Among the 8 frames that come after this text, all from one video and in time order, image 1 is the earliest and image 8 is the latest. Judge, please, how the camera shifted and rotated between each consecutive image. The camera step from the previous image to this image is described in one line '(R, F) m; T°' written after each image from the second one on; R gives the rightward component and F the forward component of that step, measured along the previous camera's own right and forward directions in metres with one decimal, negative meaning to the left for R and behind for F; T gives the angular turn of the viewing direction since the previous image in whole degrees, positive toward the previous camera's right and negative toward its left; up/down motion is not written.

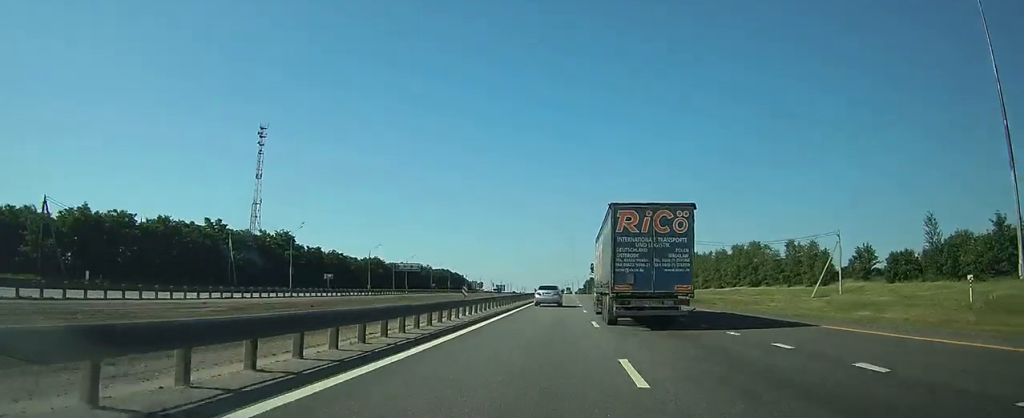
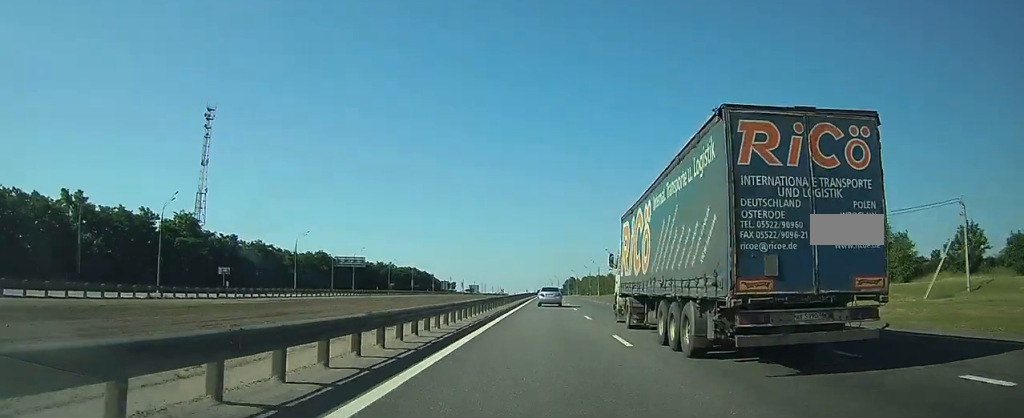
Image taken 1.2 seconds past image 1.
(0.0, +30.0) m; 0°
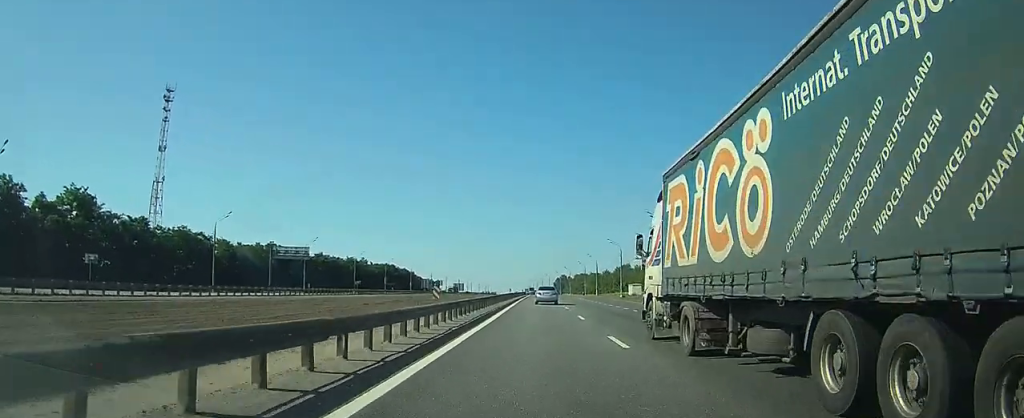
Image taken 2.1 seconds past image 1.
(0.0, +24.1) m; +1°
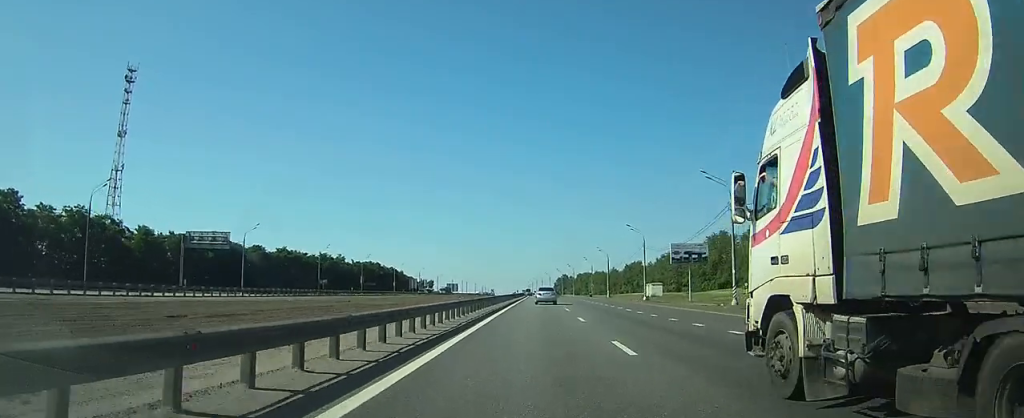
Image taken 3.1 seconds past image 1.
(+0.3, +25.0) m; +2°
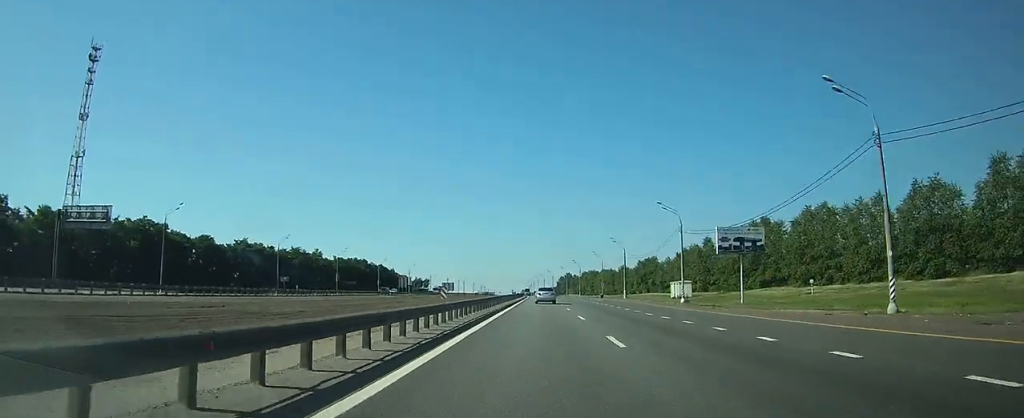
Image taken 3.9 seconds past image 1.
(+0.3, +21.7) m; +1°
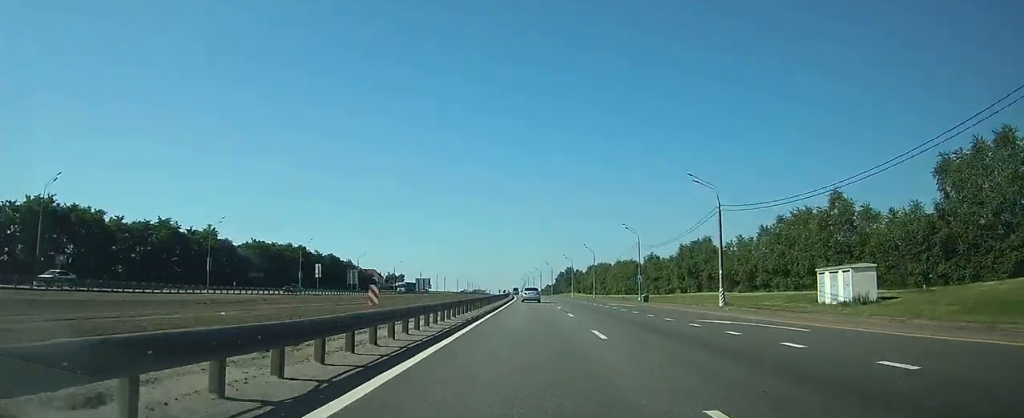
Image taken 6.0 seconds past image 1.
(-0.1, +56.4) m; -1°
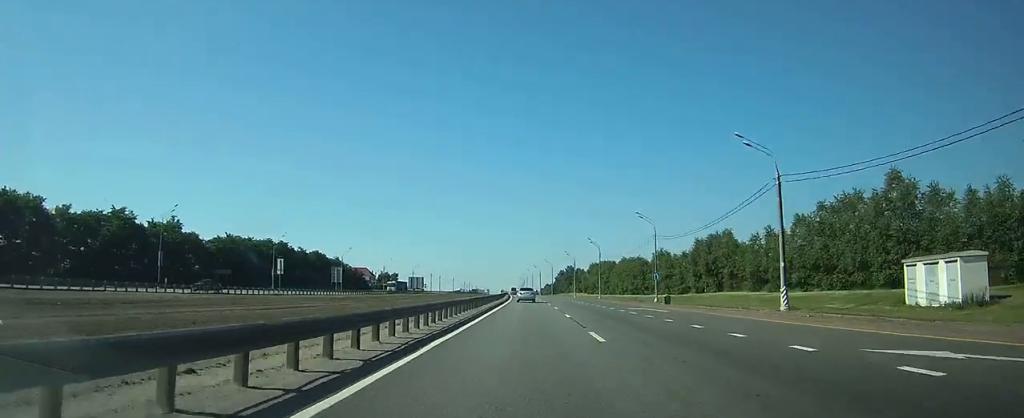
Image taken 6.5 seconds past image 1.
(-0.1, +12.5) m; 0°
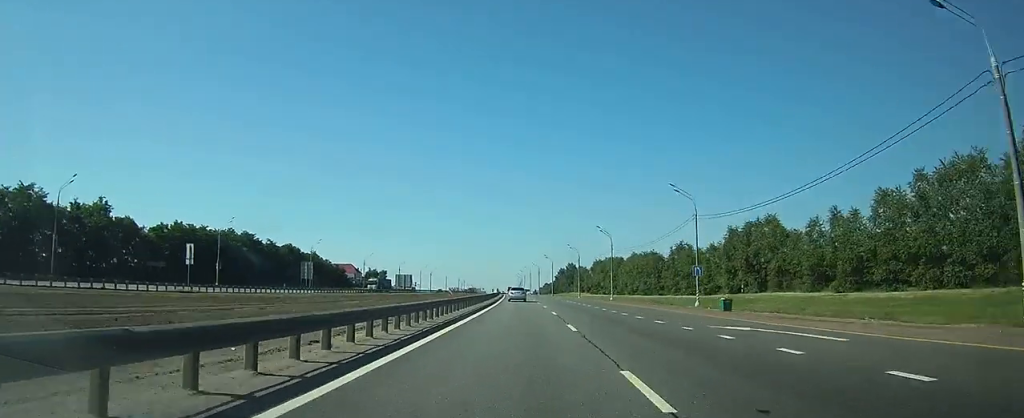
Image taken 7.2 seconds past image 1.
(0.0, +19.7) m; 0°
